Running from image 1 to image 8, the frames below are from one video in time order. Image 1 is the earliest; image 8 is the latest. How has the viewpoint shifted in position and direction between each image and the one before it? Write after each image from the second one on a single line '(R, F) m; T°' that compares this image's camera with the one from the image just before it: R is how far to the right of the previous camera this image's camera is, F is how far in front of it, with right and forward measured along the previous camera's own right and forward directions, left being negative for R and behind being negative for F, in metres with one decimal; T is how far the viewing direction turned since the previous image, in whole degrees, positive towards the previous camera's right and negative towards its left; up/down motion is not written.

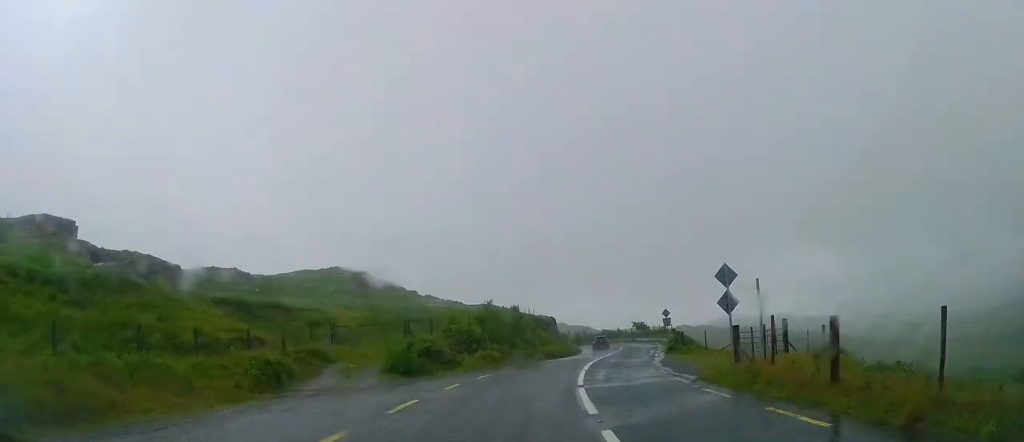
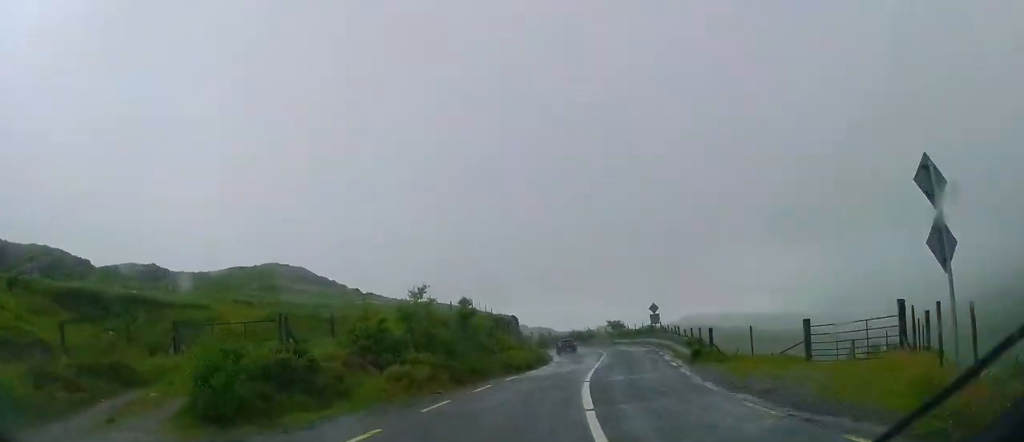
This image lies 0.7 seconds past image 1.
(+0.9, +11.8) m; +6°
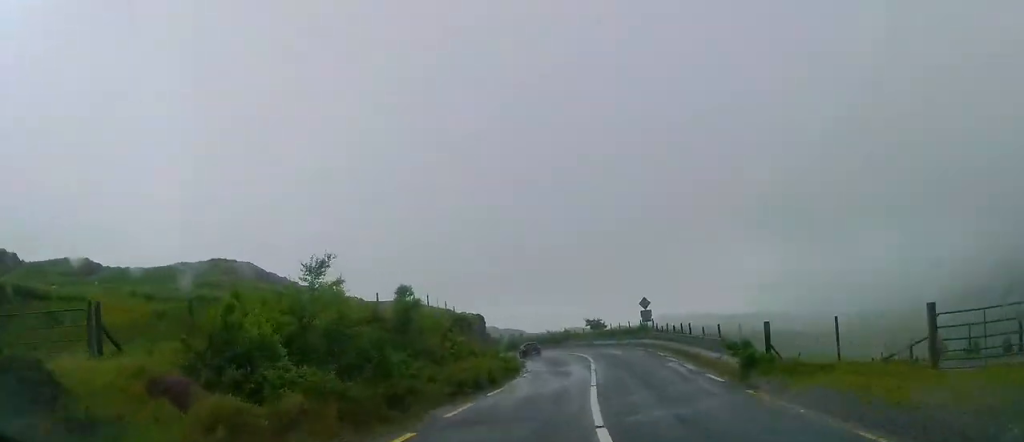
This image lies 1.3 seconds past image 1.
(+0.3, +8.2) m; +2°
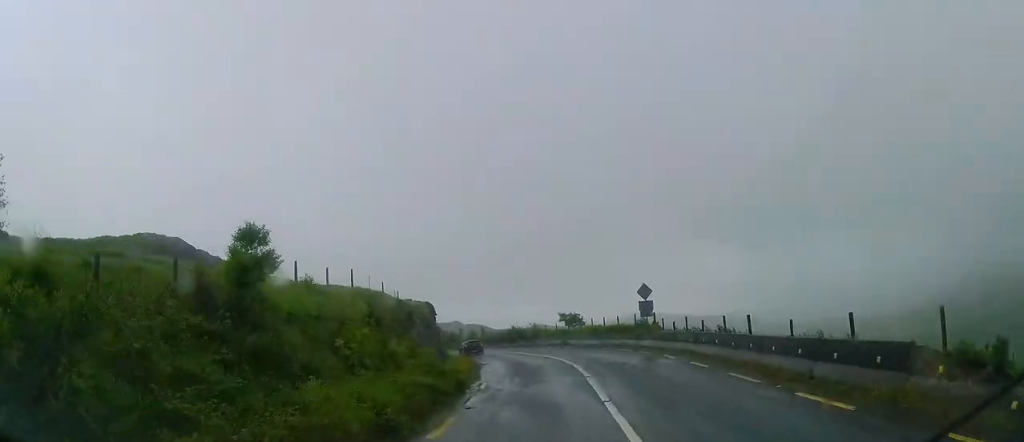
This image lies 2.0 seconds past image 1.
(+0.2, +11.1) m; +2°
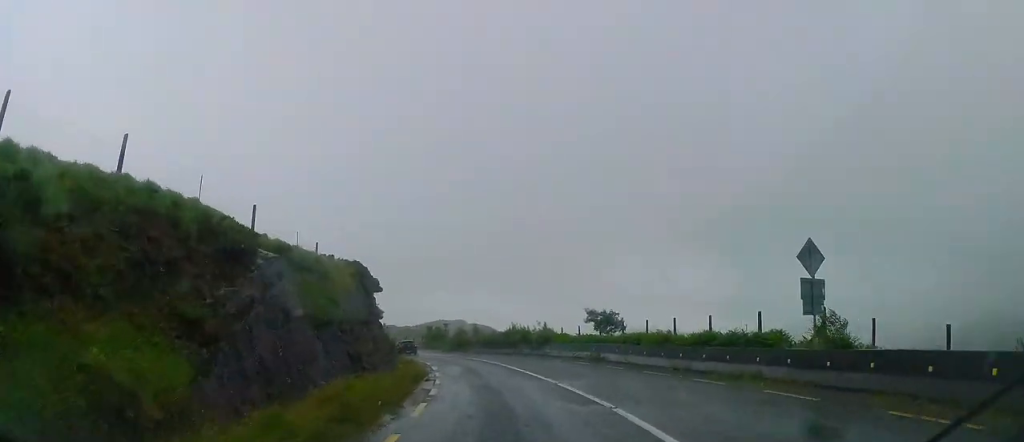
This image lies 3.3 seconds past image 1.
(+0.4, +19.4) m; -2°
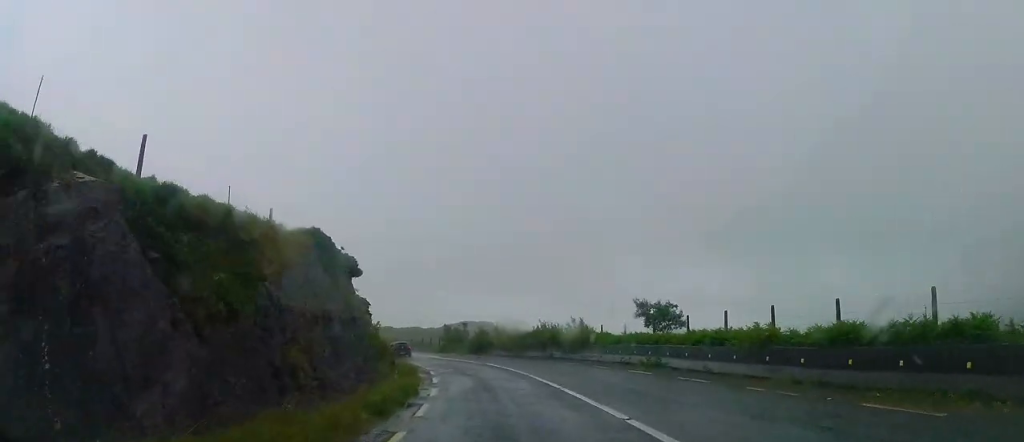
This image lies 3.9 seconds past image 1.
(+0.2, +7.5) m; -3°
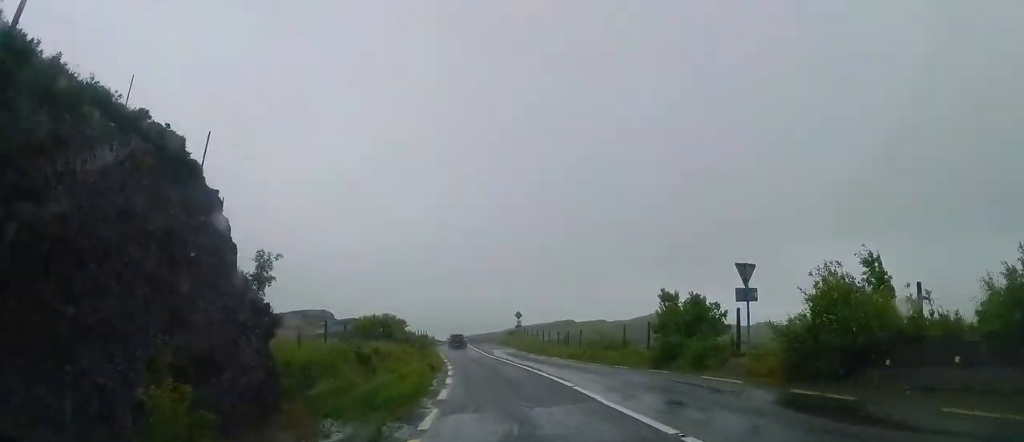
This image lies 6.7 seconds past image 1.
(-7.3, +38.0) m; -22°
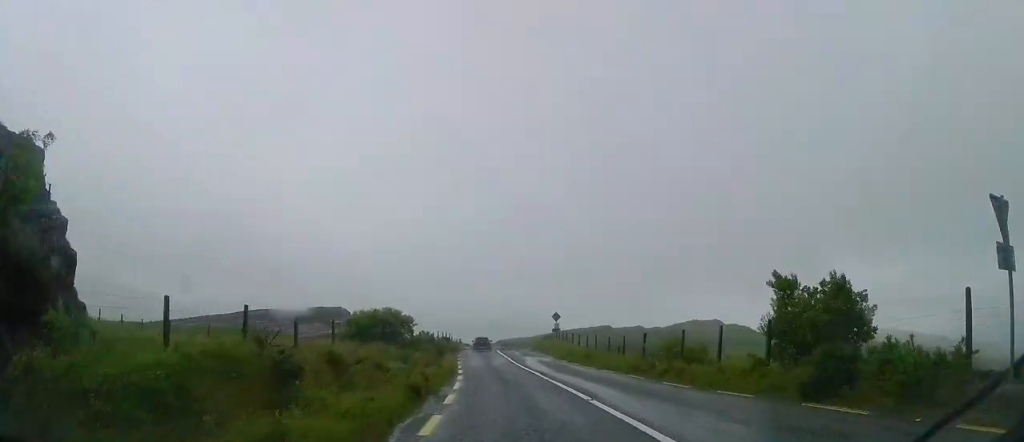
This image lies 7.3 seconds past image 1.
(-0.2, +8.7) m; -3°
